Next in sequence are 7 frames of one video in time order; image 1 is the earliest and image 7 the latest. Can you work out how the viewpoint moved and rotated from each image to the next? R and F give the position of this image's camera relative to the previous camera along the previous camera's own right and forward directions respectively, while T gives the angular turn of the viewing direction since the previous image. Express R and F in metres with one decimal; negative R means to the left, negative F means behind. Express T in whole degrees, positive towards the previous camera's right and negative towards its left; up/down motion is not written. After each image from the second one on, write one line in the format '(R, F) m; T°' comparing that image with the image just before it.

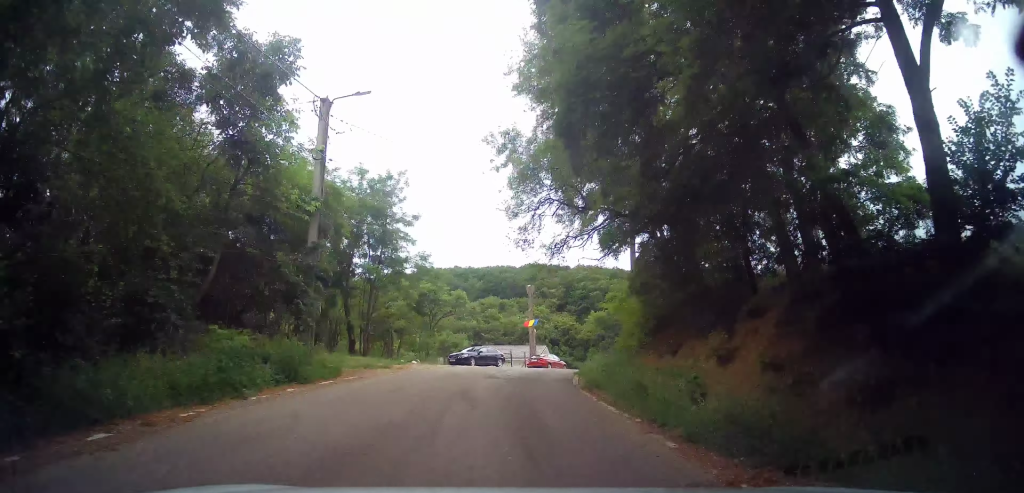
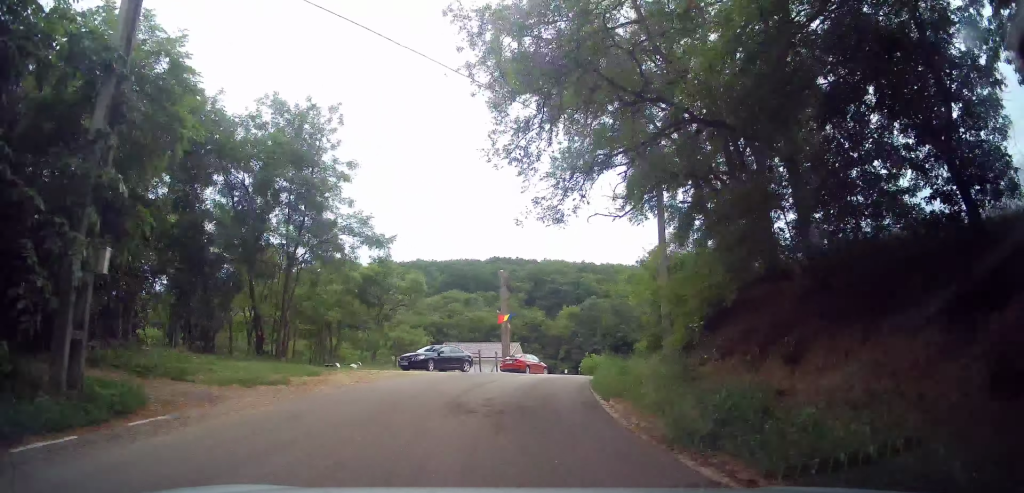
(+0.2, +8.7) m; +4°
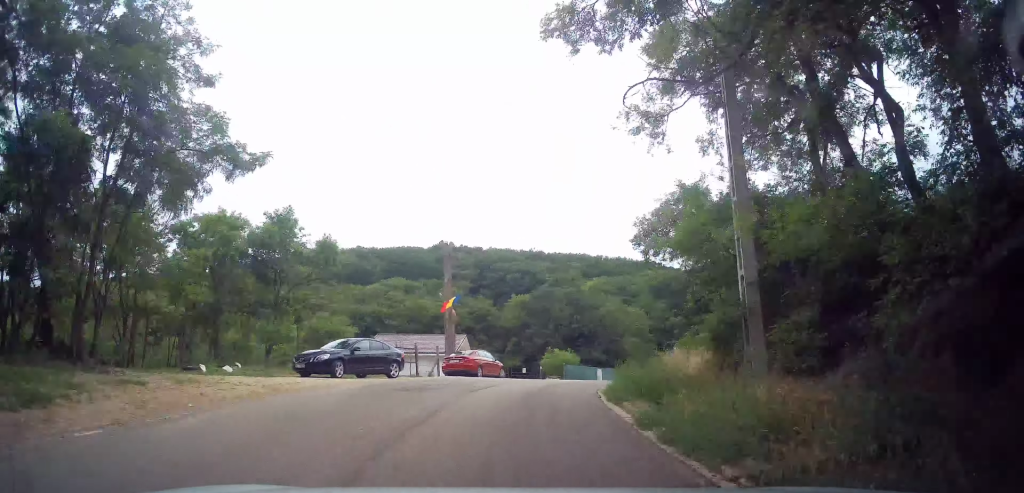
(+0.1, +9.3) m; +6°
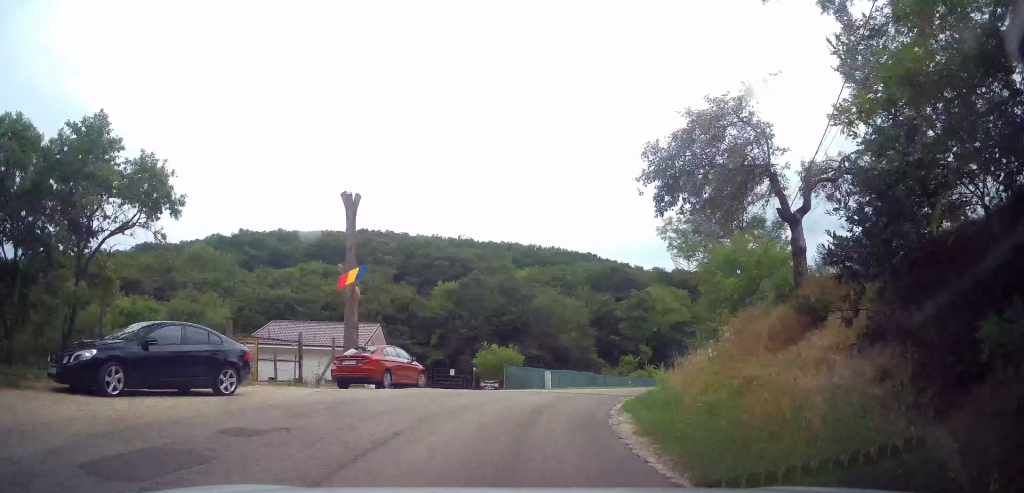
(+1.0, +9.4) m; +8°
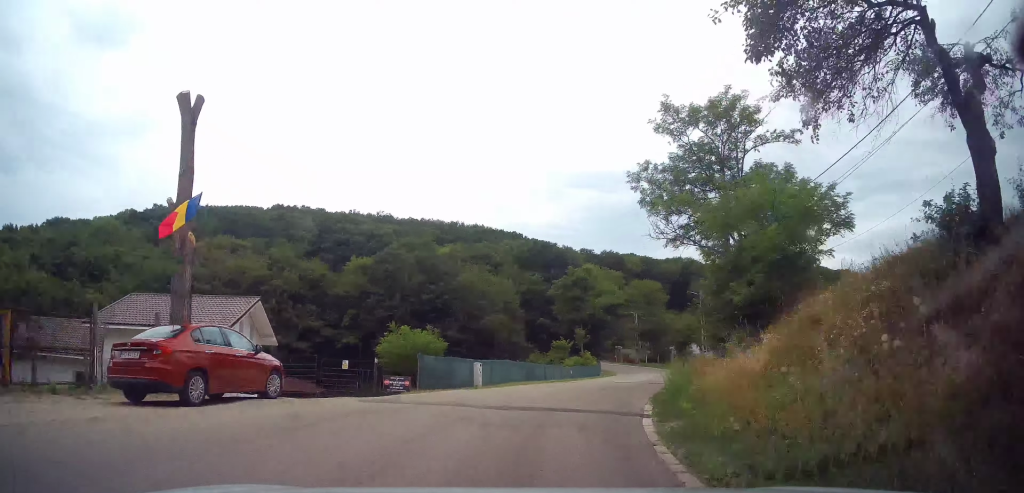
(+0.6, +8.5) m; +9°
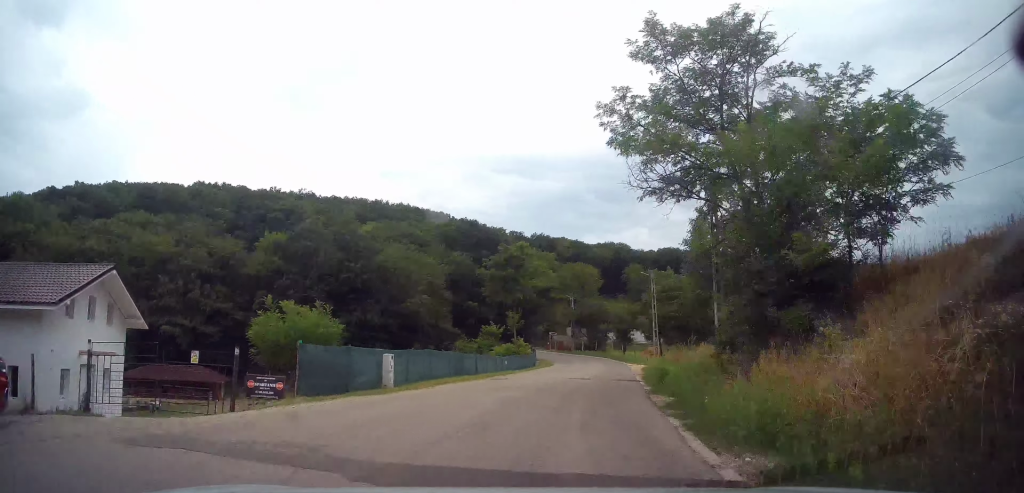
(-0.1, +6.5) m; +8°
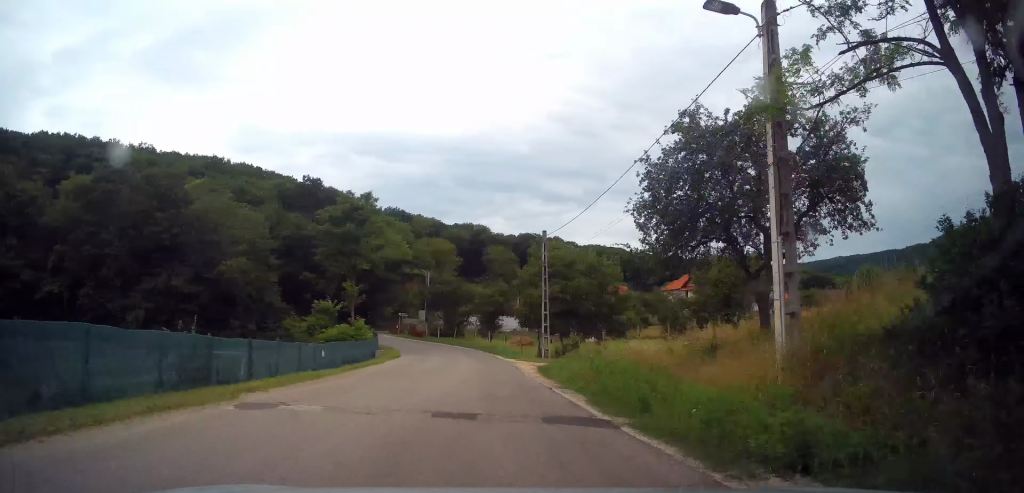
(+2.2, +13.4) m; +13°
